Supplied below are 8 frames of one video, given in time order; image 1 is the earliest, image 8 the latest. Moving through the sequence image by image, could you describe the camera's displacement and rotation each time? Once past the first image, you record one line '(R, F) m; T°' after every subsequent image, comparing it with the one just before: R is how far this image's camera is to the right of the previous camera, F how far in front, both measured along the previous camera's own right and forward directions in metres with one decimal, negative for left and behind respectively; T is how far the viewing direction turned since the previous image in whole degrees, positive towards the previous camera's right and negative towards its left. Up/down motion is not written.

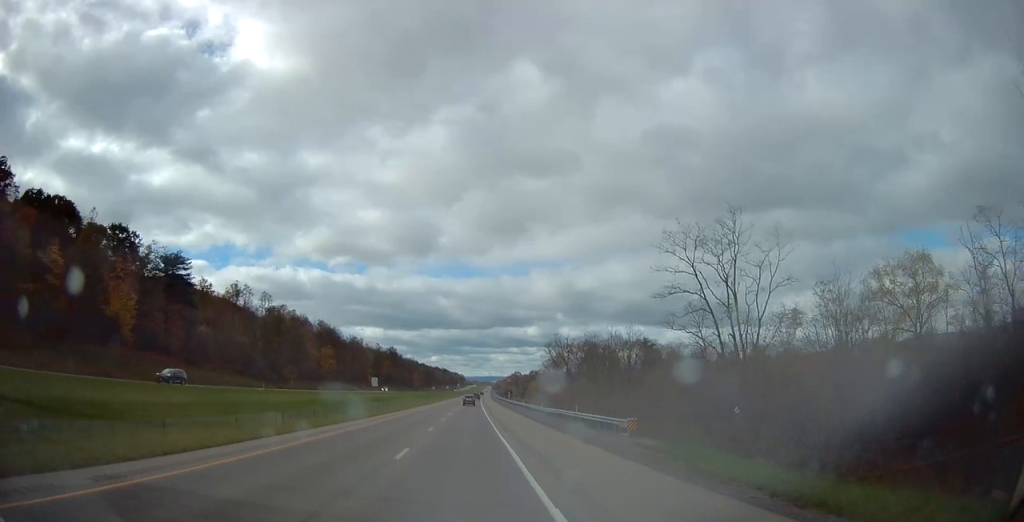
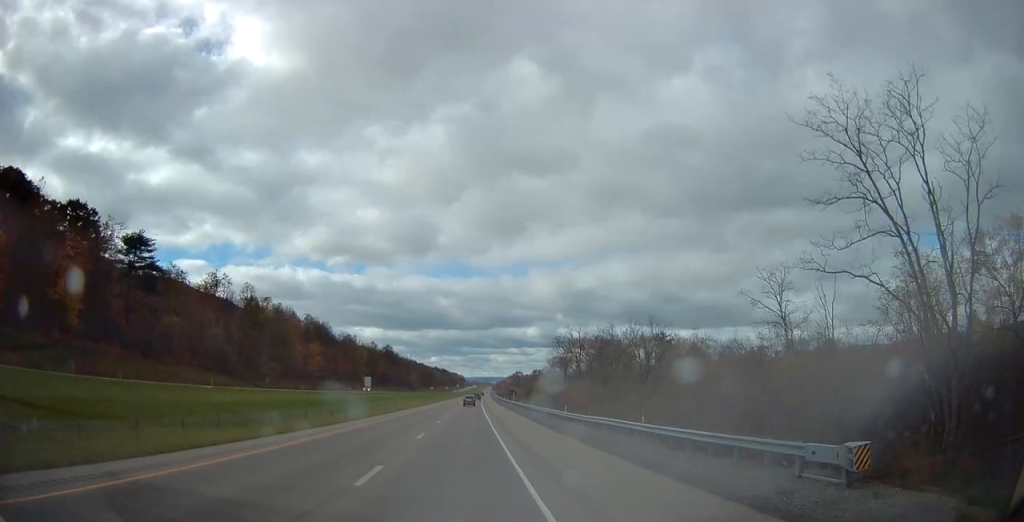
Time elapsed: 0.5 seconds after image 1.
(0.0, +17.0) m; 0°
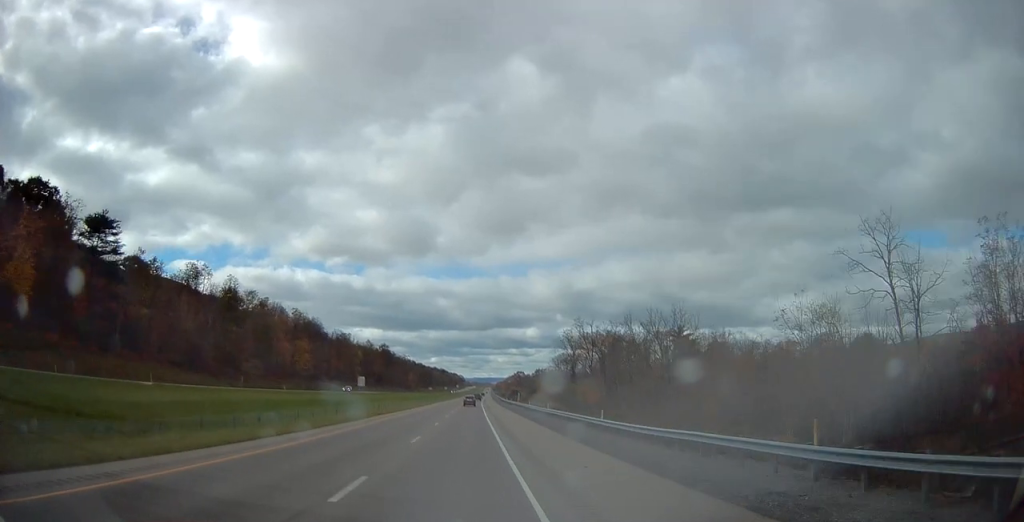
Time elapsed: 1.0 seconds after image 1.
(+0.1, +13.9) m; 0°
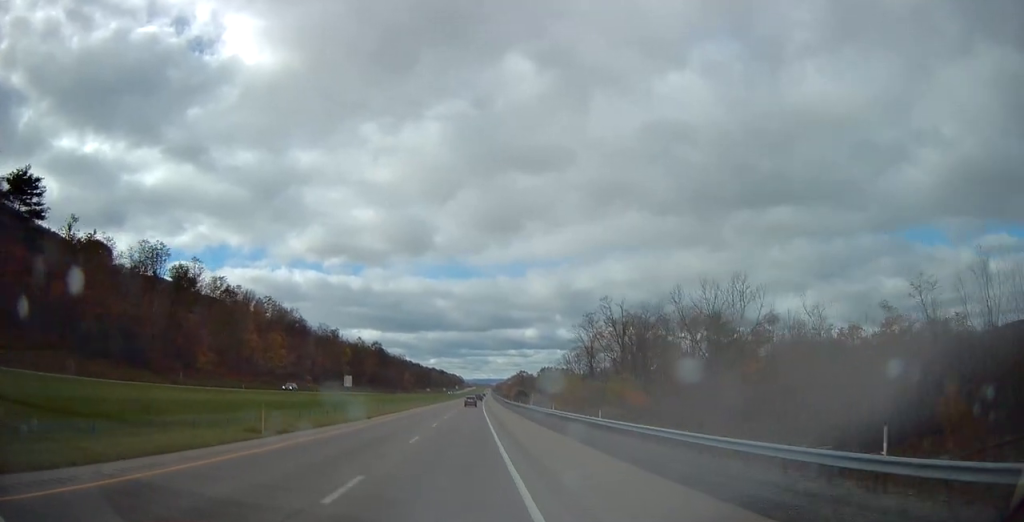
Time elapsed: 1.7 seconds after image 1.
(0.0, +24.5) m; 0°
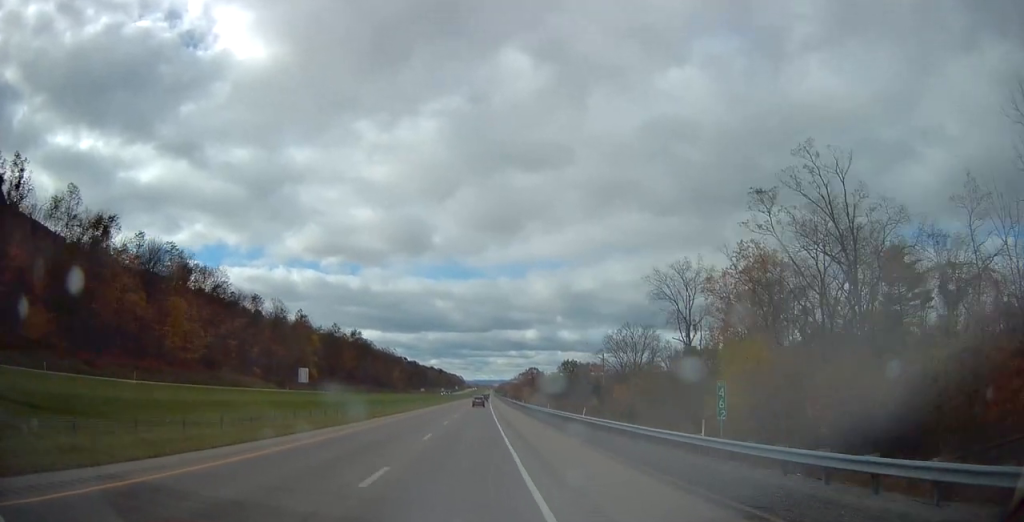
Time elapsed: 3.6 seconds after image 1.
(-0.3, +58.5) m; 0°
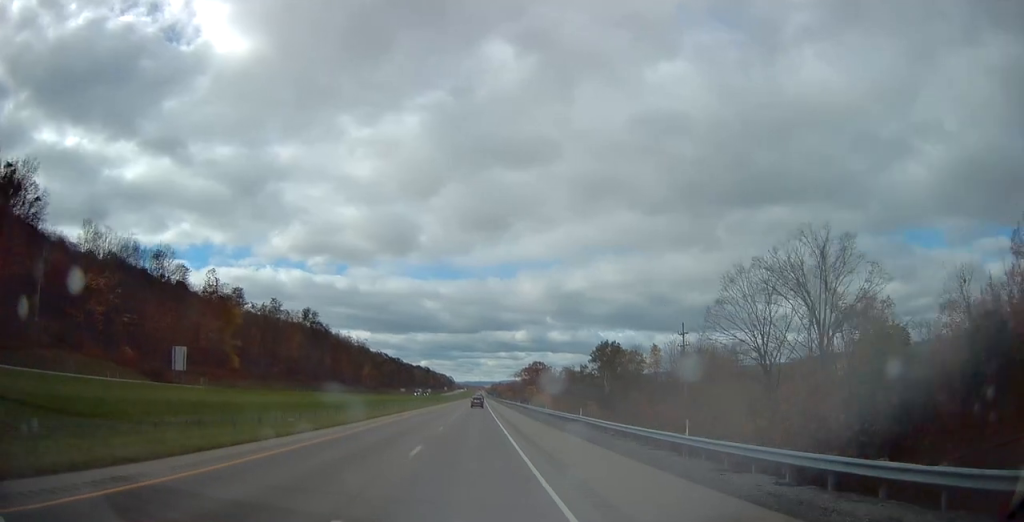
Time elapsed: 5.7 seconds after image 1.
(+0.4, +67.1) m; +1°
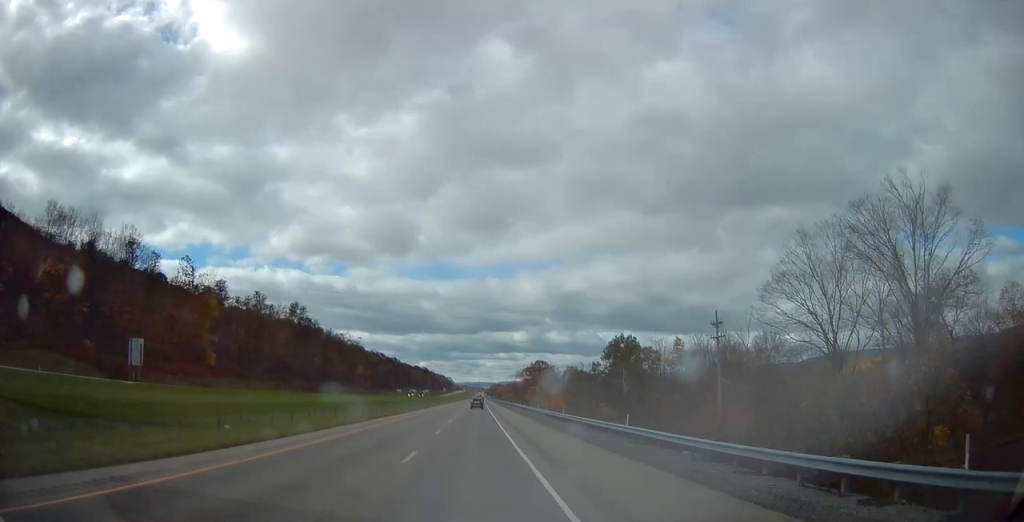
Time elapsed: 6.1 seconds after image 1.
(+0.1, +13.8) m; 0°
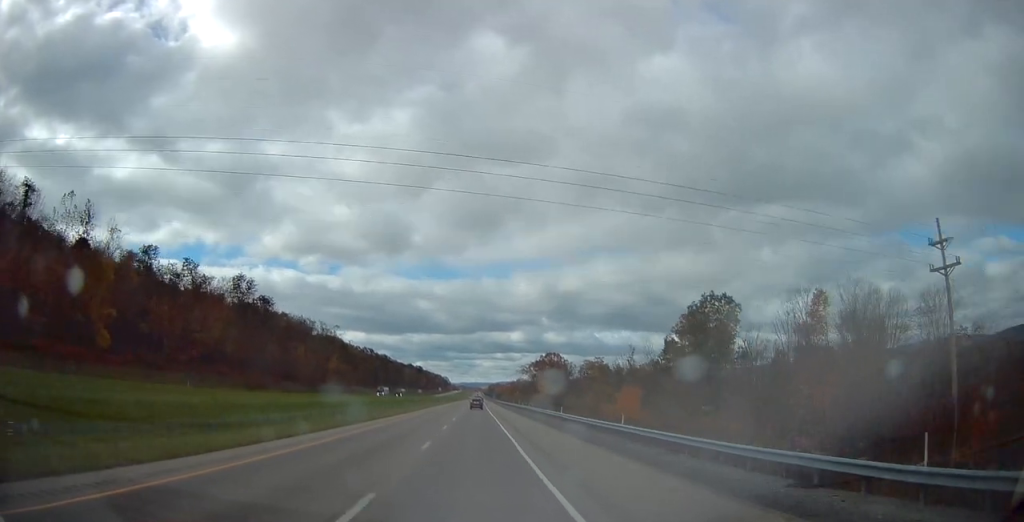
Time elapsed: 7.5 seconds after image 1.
(-0.1, +44.5) m; 0°
